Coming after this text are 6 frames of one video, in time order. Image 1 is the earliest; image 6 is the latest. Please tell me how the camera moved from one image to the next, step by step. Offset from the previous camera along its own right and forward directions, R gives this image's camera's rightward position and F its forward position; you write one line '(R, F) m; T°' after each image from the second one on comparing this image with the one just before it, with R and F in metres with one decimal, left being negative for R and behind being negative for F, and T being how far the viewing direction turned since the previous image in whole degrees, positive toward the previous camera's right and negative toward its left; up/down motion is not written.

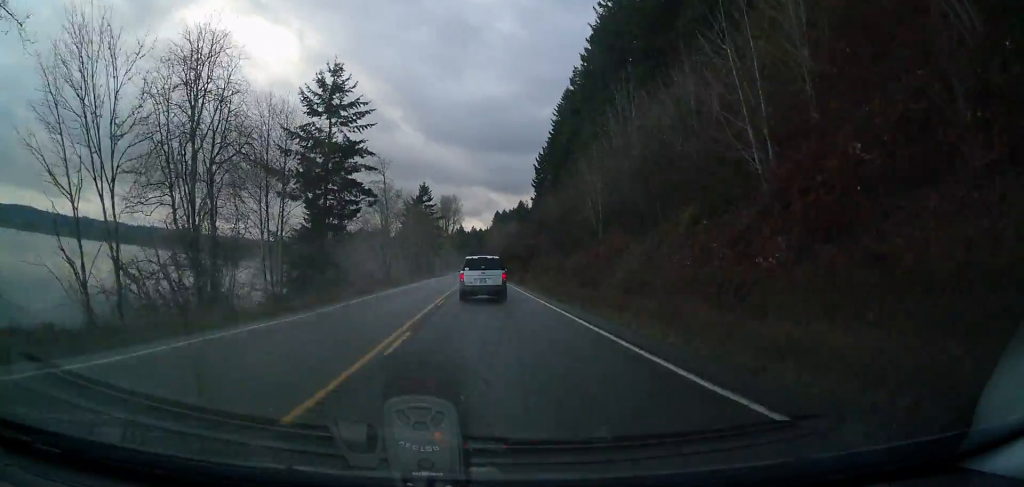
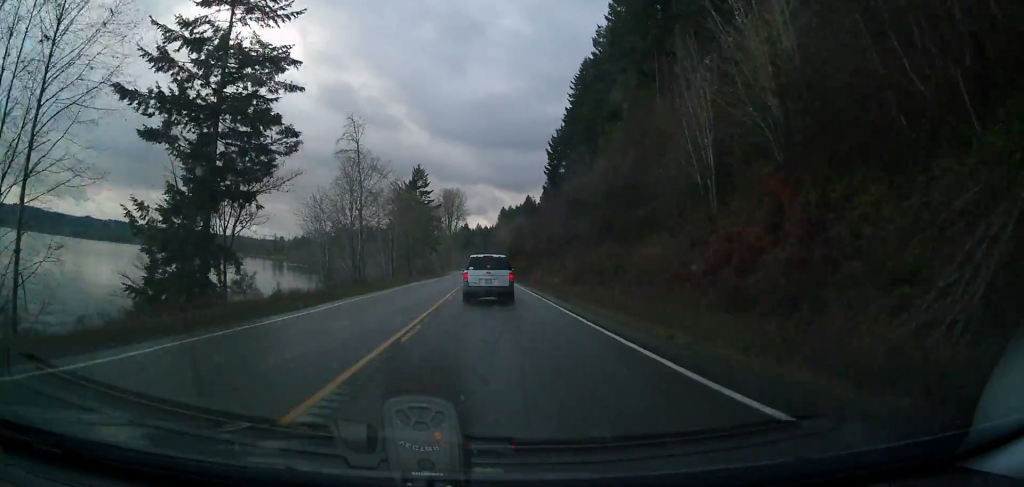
(0.0, +23.5) m; -1°
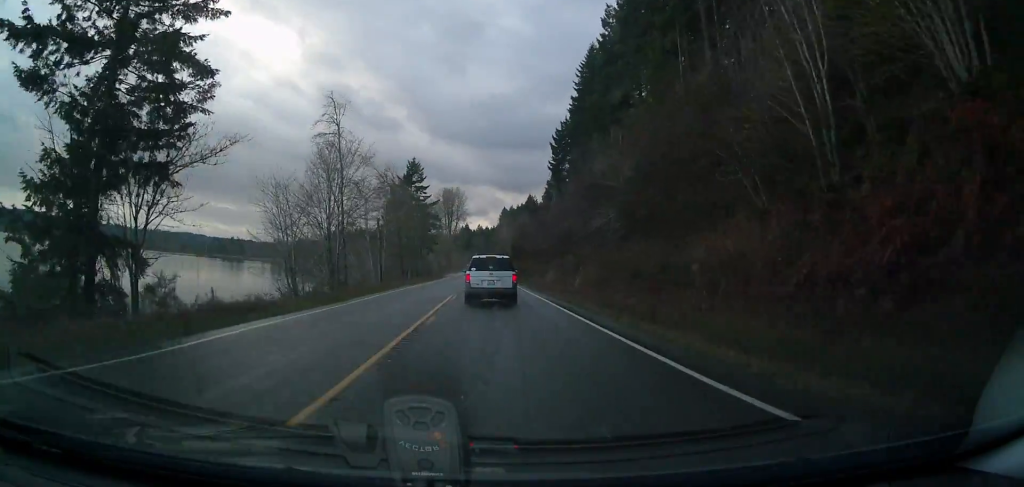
(+0.1, +9.9) m; -1°
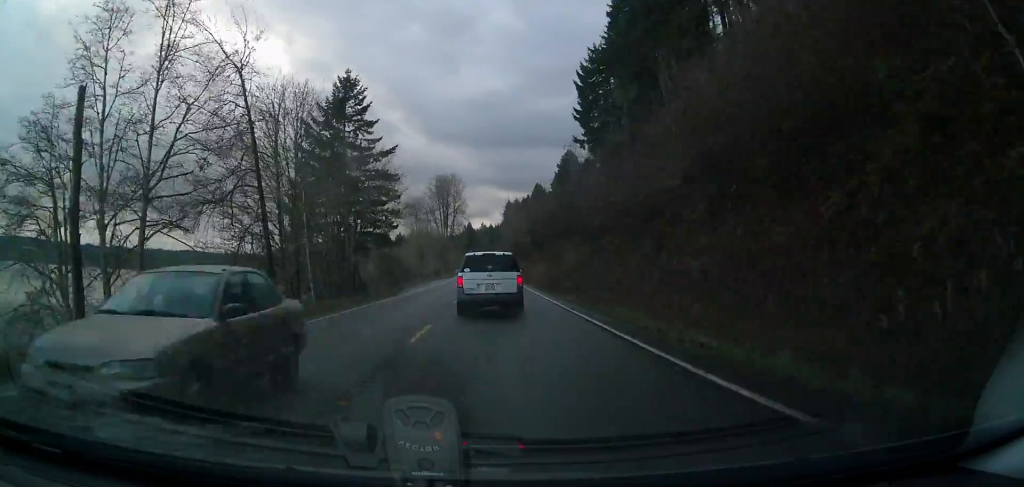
(-1.1, +56.2) m; -1°
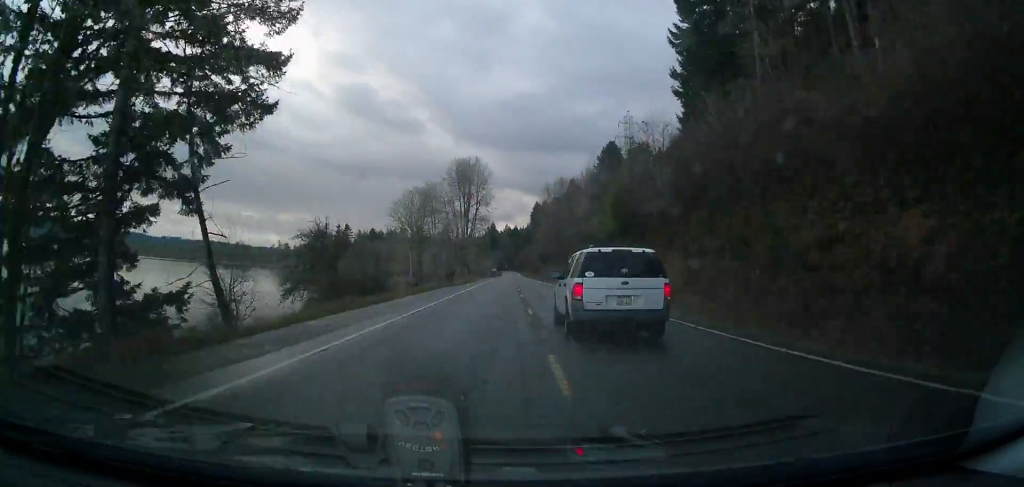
(-0.7, +45.3) m; -2°
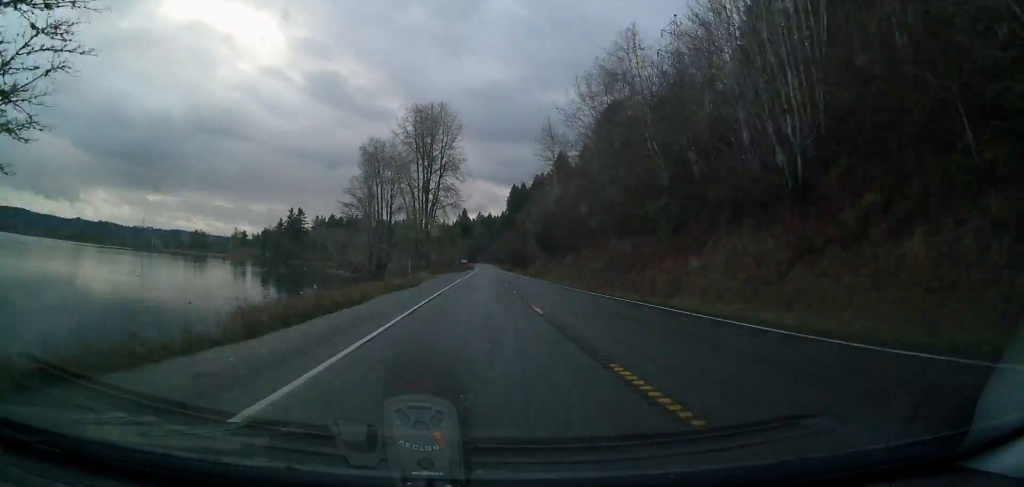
(+0.8, +73.2) m; +2°
